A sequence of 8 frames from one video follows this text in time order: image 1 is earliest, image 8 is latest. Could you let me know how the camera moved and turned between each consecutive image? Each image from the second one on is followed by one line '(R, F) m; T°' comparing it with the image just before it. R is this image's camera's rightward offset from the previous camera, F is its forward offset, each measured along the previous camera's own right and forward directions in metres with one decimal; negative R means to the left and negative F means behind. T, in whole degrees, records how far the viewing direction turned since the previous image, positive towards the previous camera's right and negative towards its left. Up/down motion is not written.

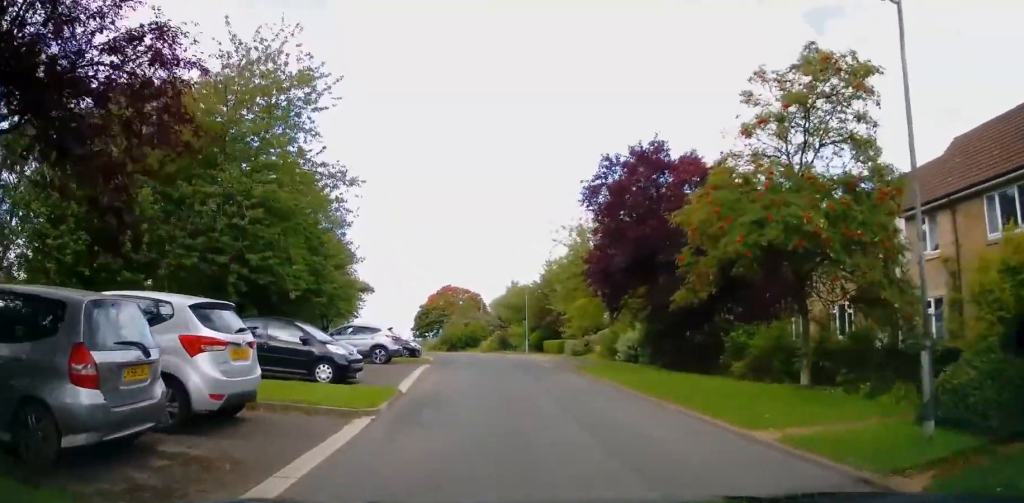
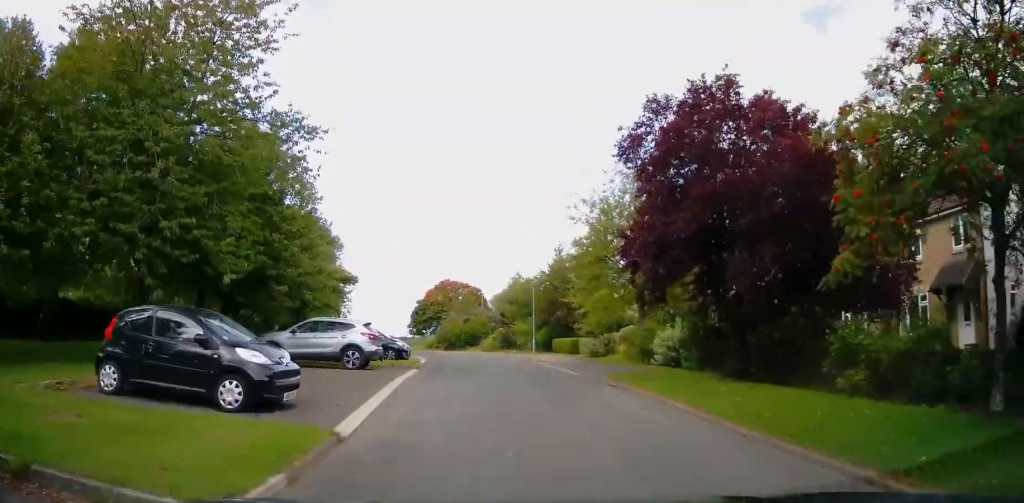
(0.0, +5.2) m; +4°
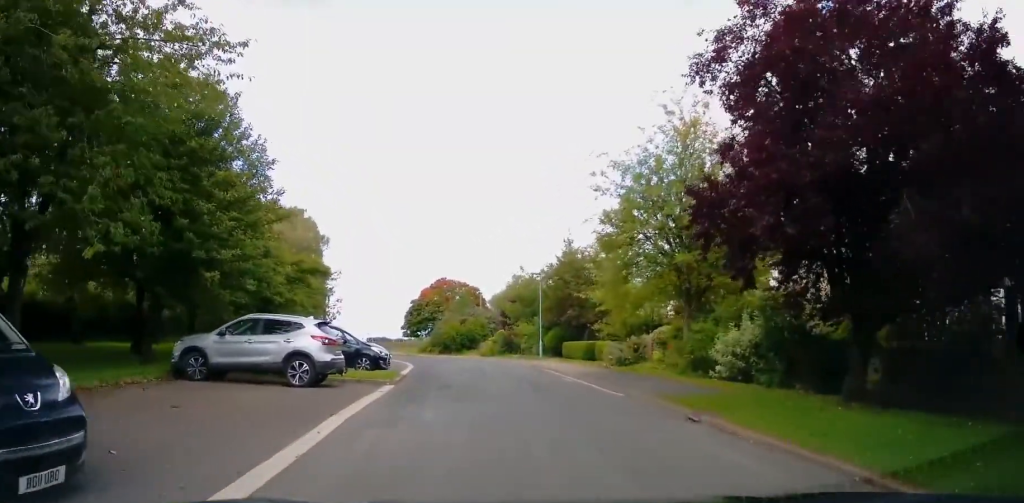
(+0.3, +5.6) m; 0°
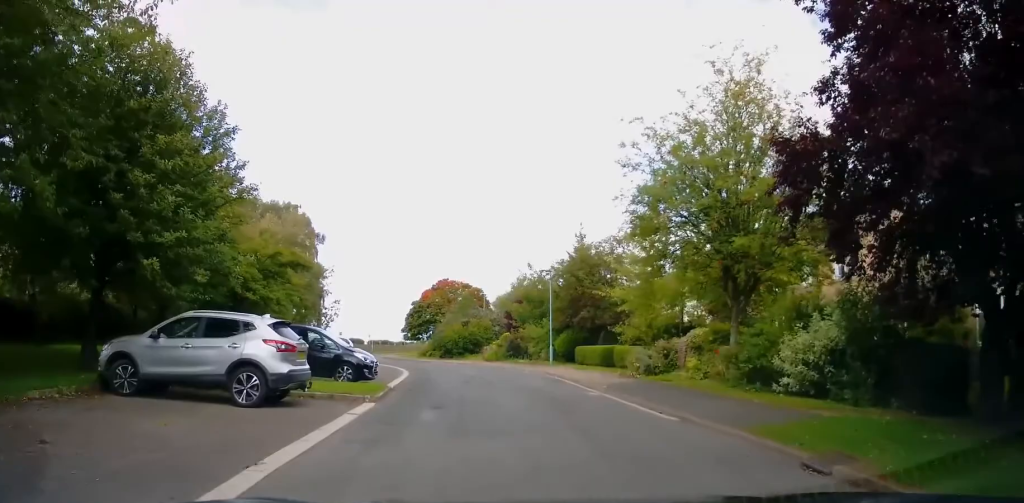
(-0.2, +3.6) m; -3°
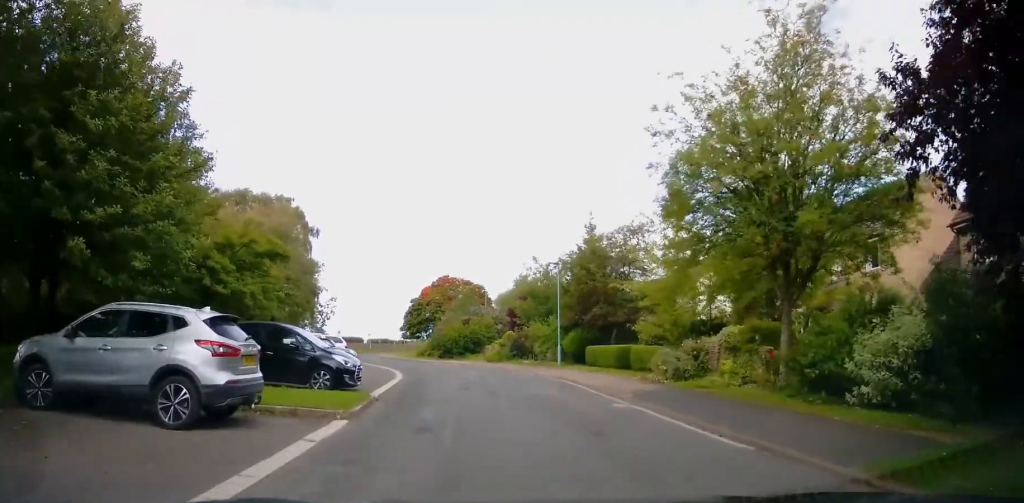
(0.0, +2.7) m; 0°
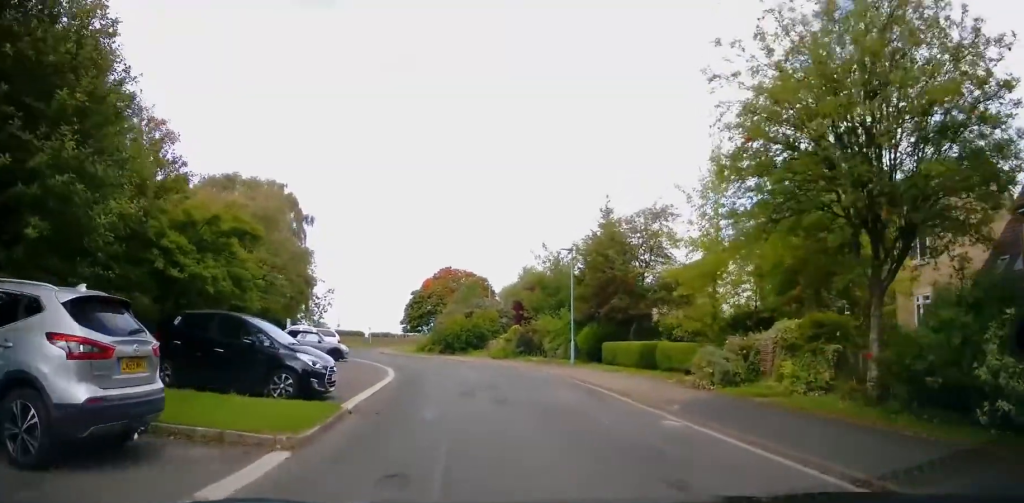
(0.0, +3.2) m; +1°
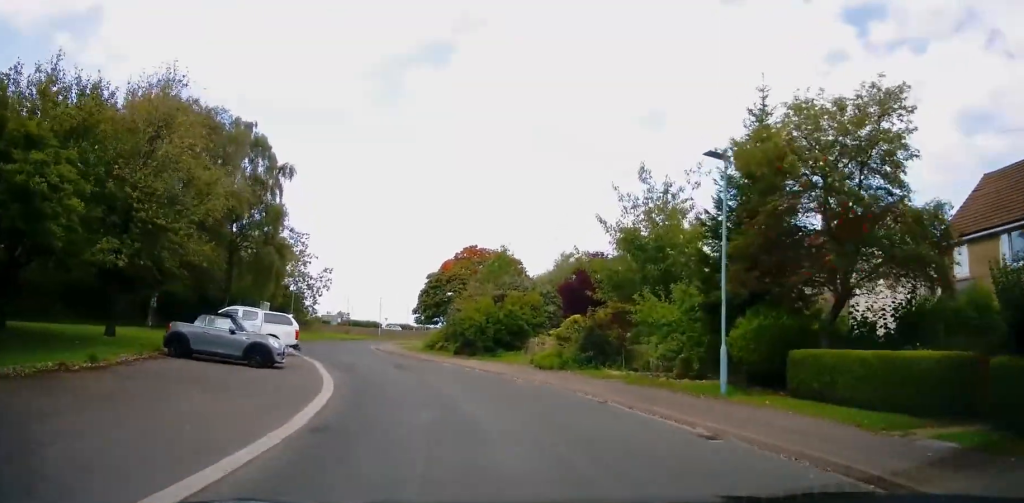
(-0.4, +14.5) m; -4°
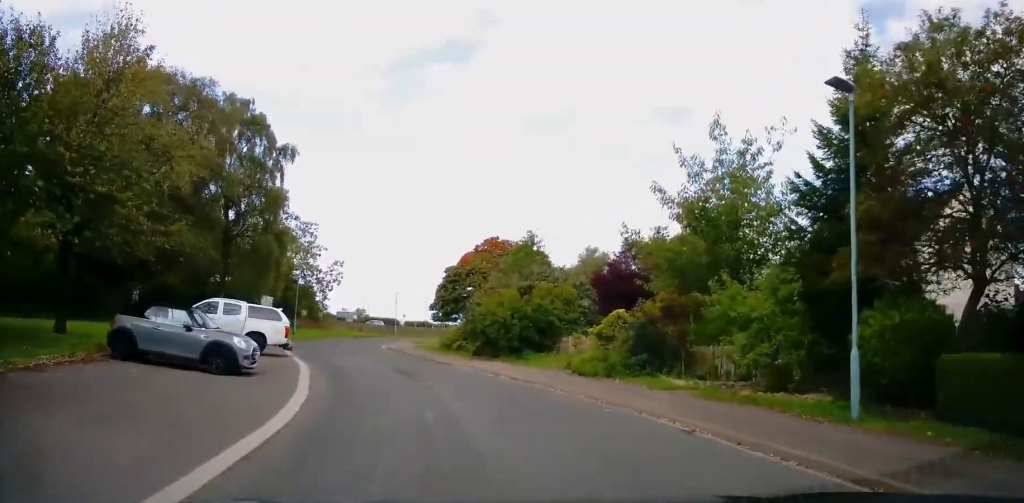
(0.0, +4.1) m; -1°
